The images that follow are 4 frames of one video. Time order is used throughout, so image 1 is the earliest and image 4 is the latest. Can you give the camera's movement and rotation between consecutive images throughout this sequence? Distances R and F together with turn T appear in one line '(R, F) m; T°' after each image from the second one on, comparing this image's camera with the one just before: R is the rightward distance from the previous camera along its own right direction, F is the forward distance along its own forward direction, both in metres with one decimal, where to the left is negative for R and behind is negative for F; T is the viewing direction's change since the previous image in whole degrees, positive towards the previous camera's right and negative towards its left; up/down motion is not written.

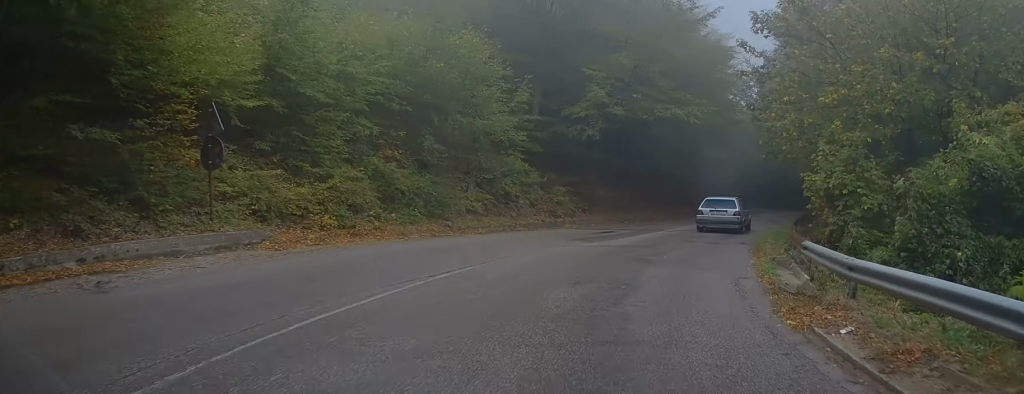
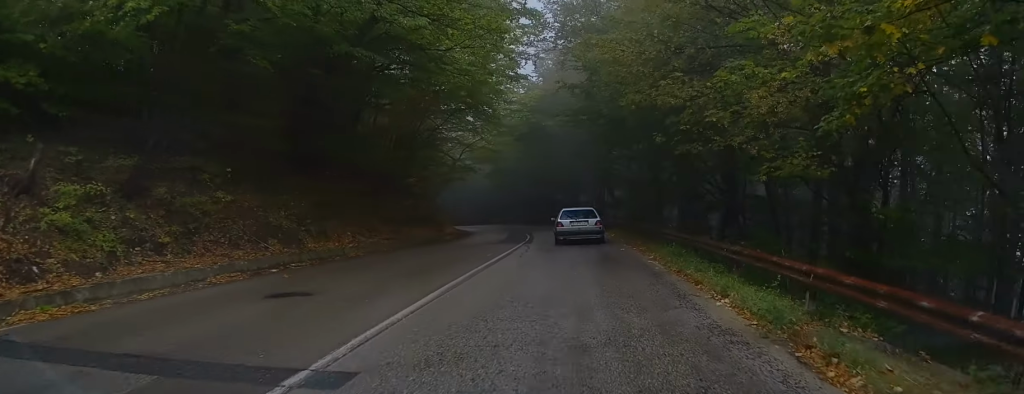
(+3.9, +18.7) m; +17°
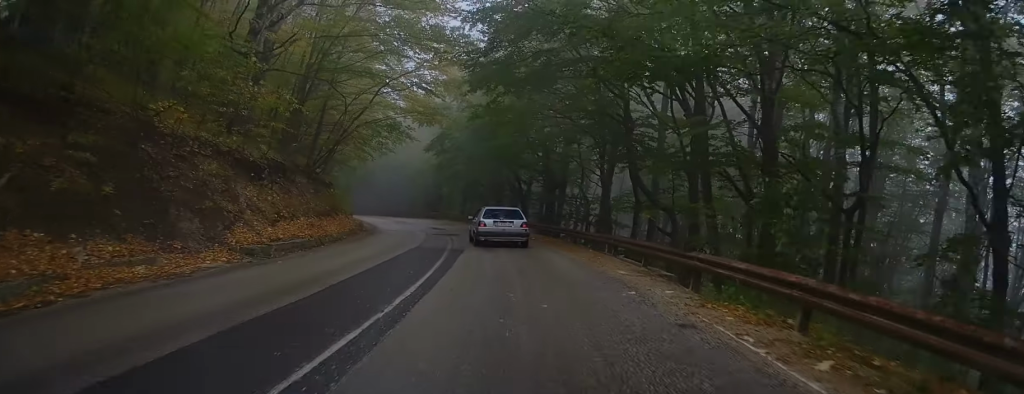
(+1.5, +24.2) m; +2°
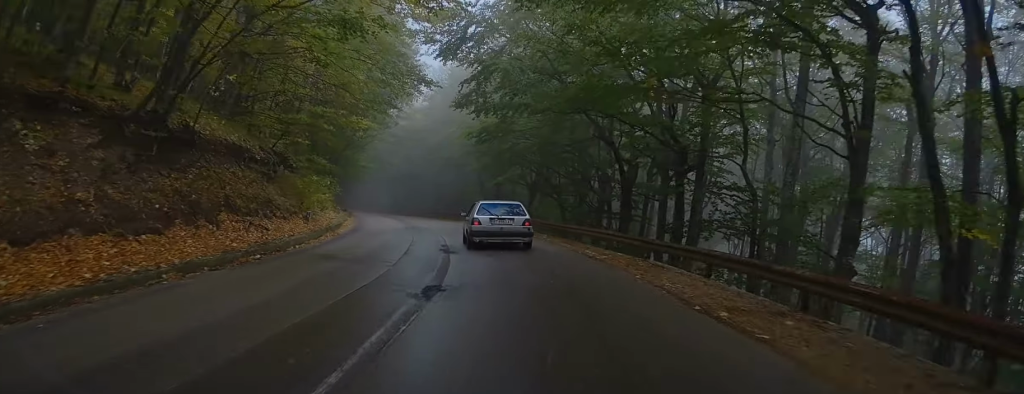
(-1.5, +18.9) m; -8°
